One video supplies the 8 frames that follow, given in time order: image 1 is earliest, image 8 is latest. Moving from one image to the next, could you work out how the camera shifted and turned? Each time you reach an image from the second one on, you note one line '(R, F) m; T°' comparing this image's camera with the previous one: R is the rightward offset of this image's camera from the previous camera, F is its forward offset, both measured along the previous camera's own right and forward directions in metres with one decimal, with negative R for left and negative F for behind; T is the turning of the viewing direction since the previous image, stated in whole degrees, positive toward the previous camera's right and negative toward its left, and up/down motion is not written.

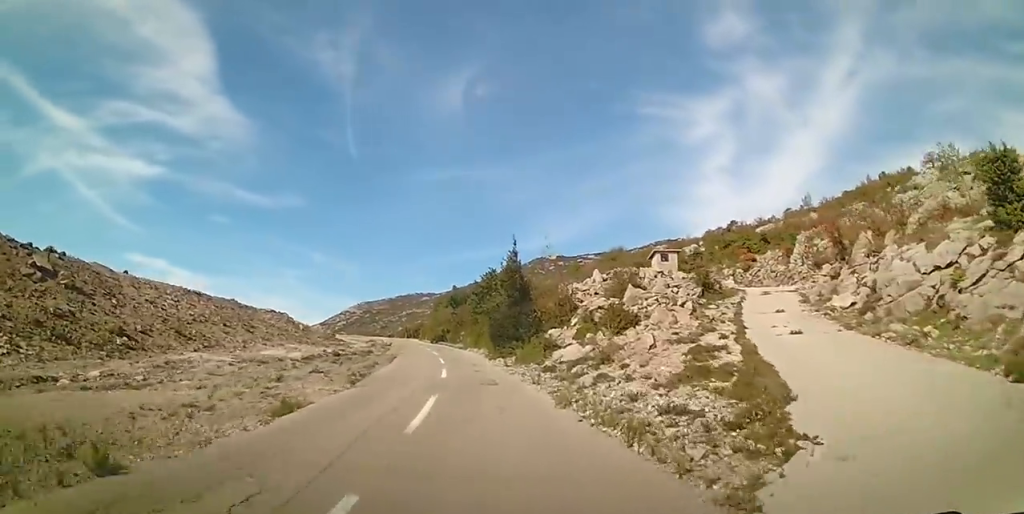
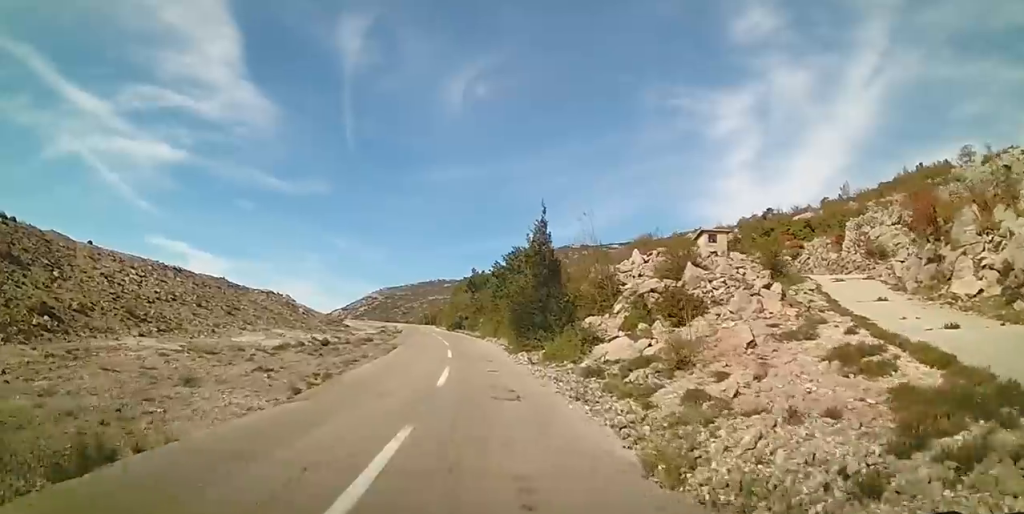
(+0.1, +5.5) m; -2°
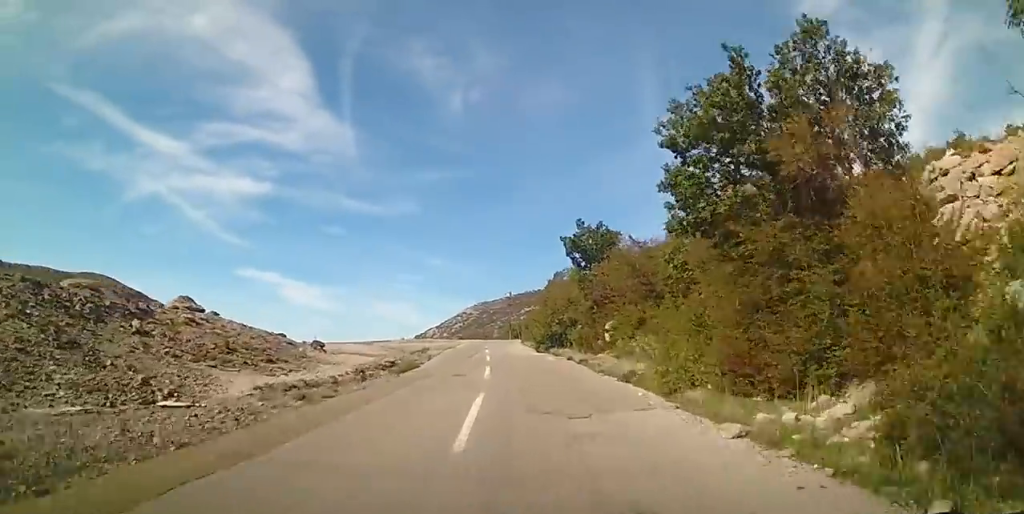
(-3.1, +31.4) m; -10°
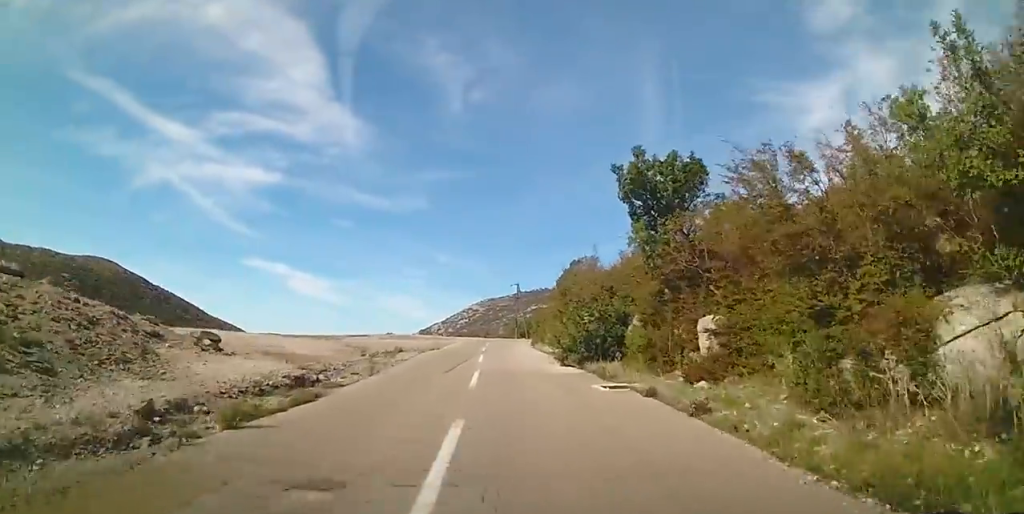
(-0.5, +12.3) m; -2°
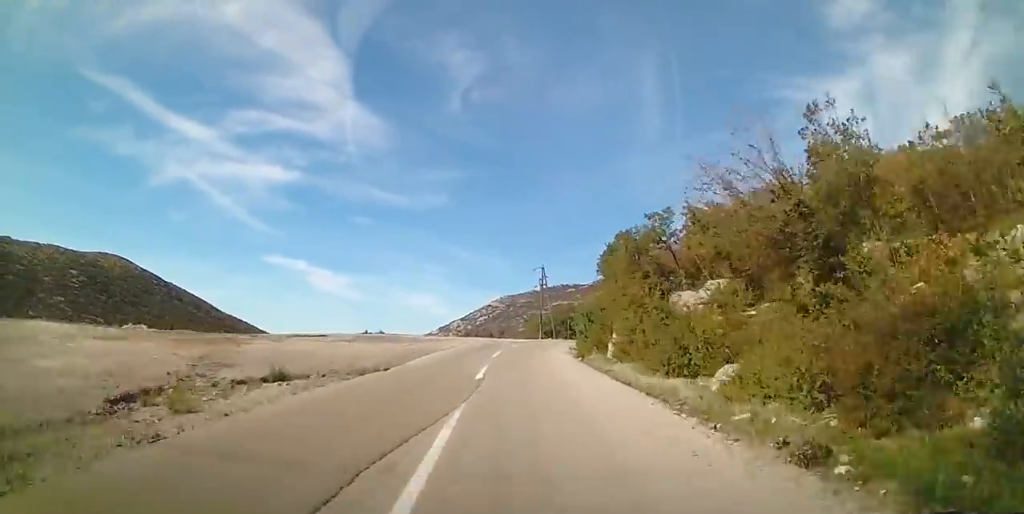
(-0.1, +17.6) m; 0°
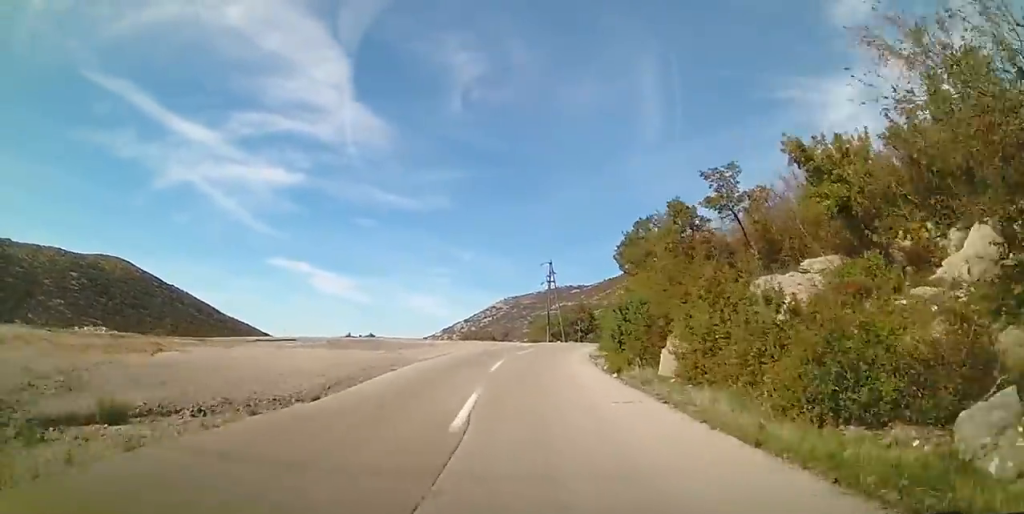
(0.0, +6.0) m; +1°
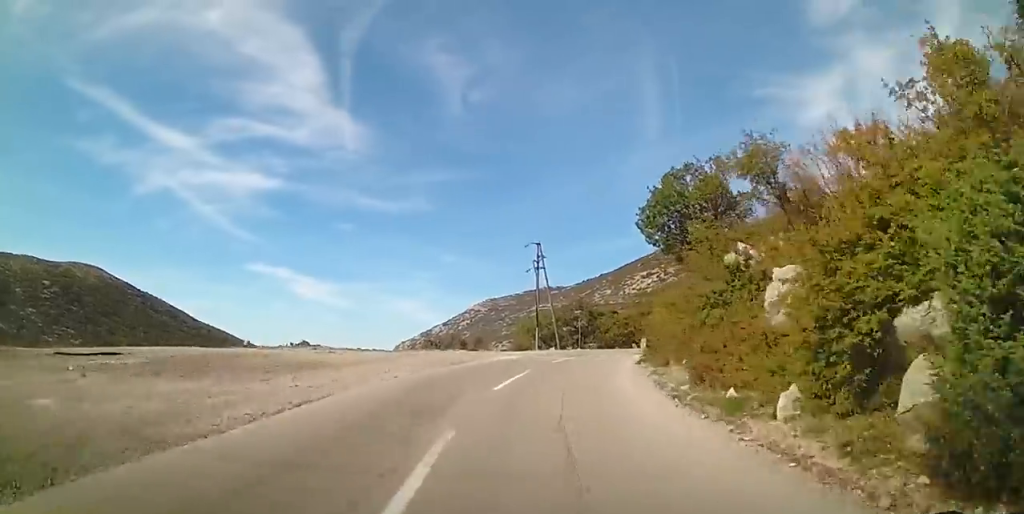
(+0.5, +13.9) m; +7°
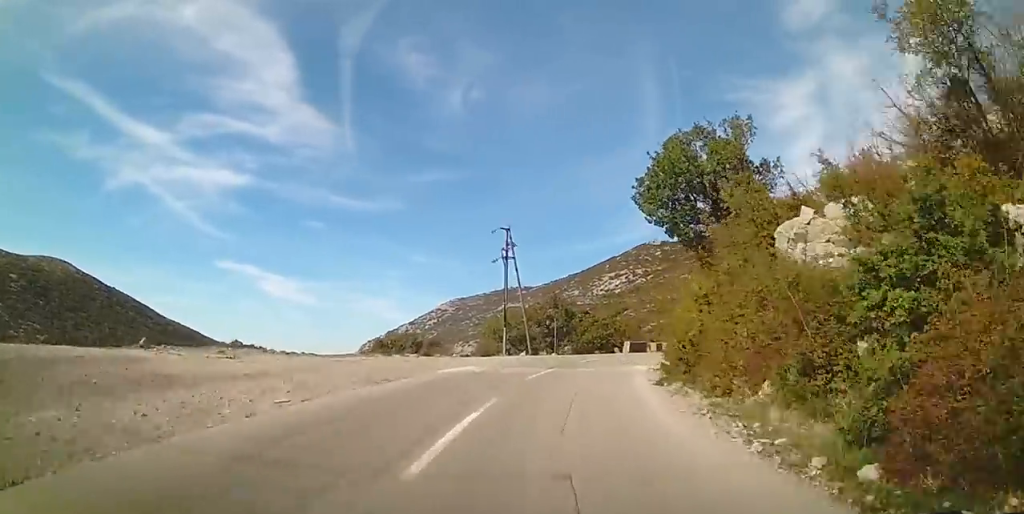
(+0.3, +6.1) m; +3°
